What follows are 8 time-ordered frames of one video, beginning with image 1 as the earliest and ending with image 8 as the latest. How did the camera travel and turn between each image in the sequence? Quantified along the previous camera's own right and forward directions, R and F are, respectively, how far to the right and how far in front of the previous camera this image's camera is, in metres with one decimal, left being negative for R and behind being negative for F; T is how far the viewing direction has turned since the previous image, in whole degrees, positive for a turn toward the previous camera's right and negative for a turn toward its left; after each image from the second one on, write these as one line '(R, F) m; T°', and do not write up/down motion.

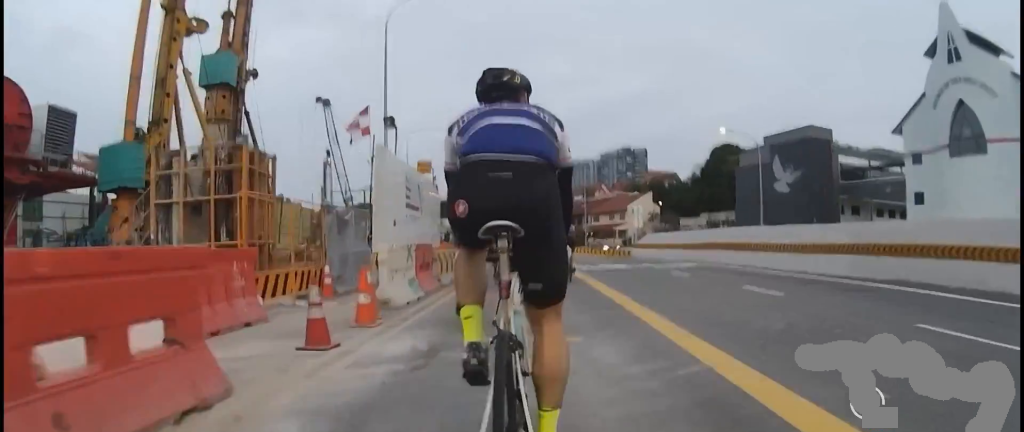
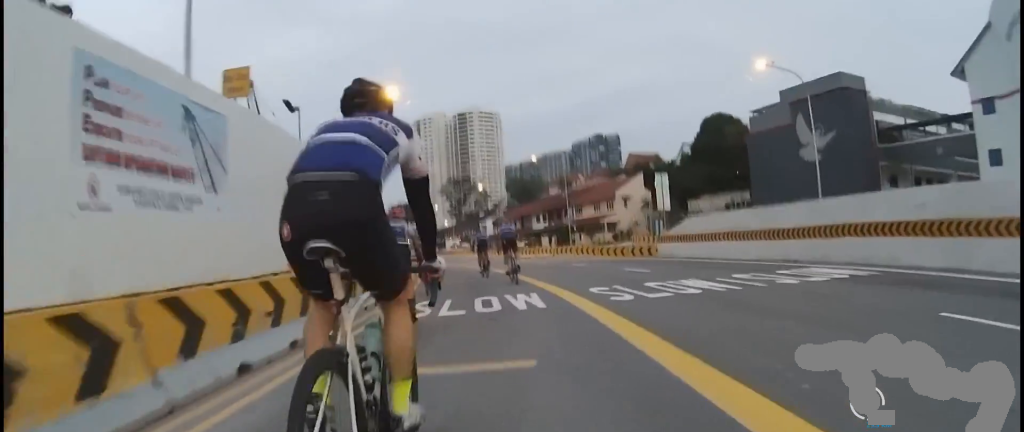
(0.0, +13.9) m; 0°
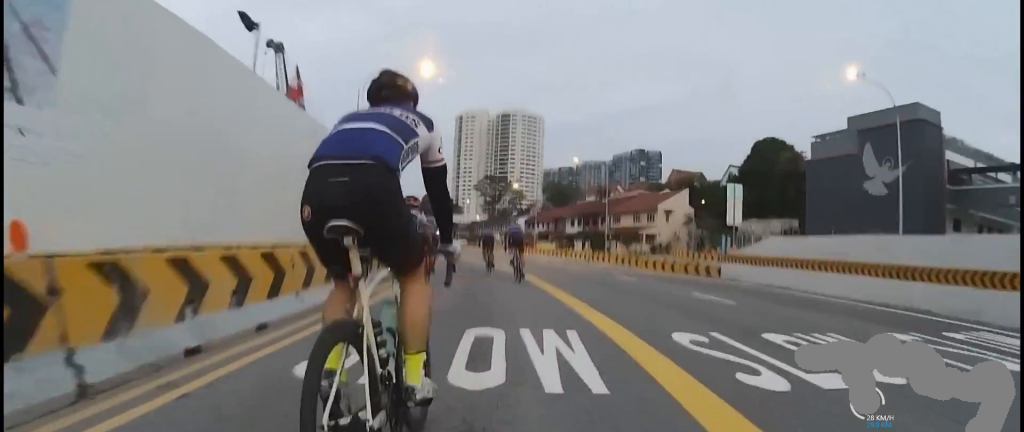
(0.0, +5.0) m; 0°
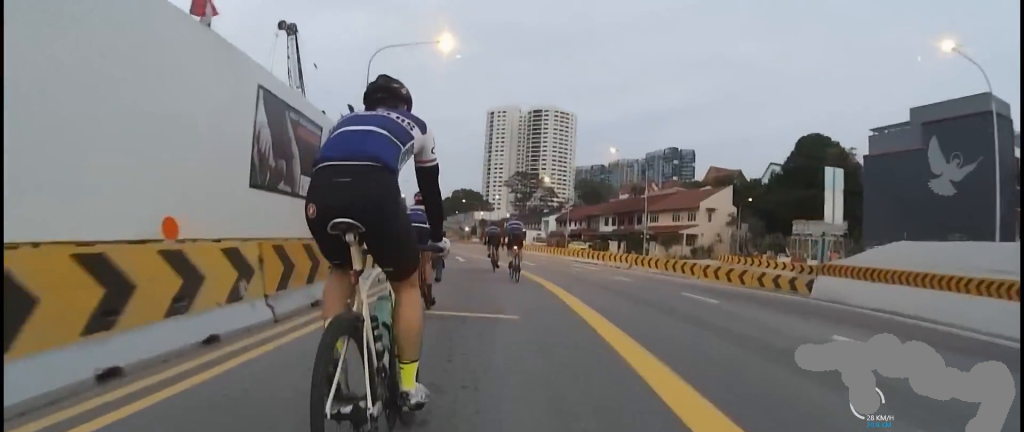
(0.0, +5.3) m; -4°
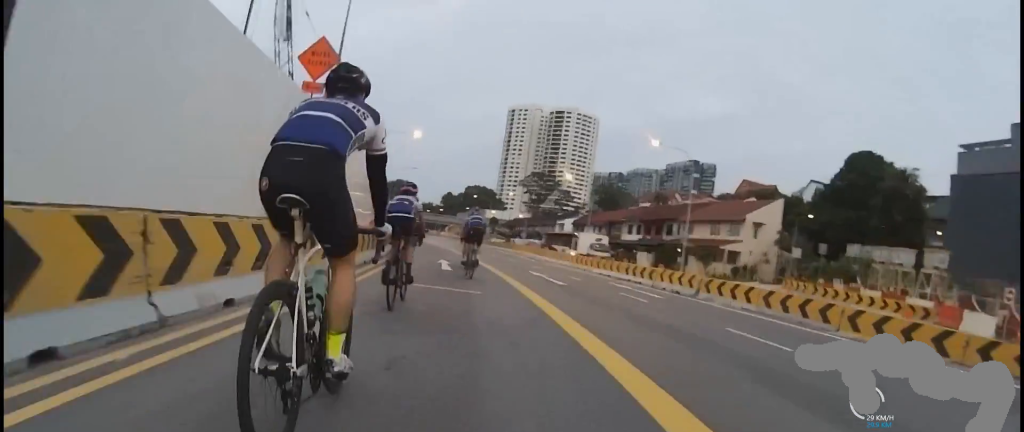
(-0.9, +9.9) m; -5°
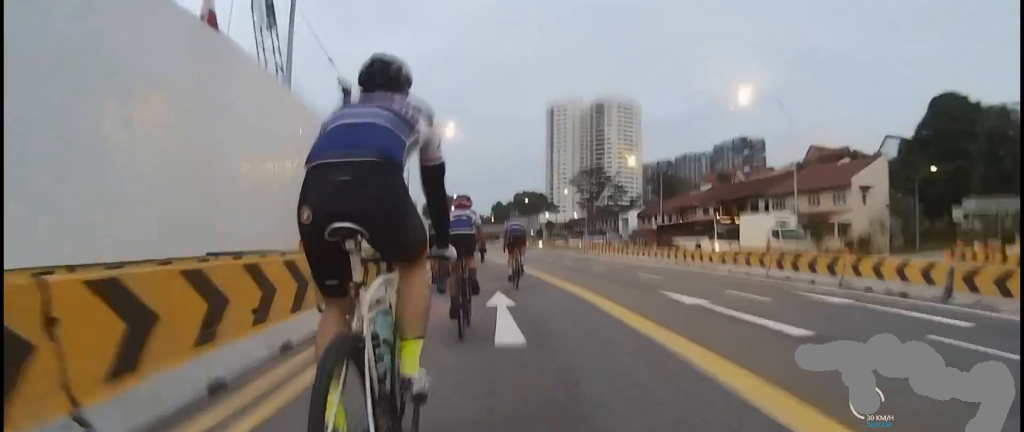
(+0.4, +9.4) m; -5°
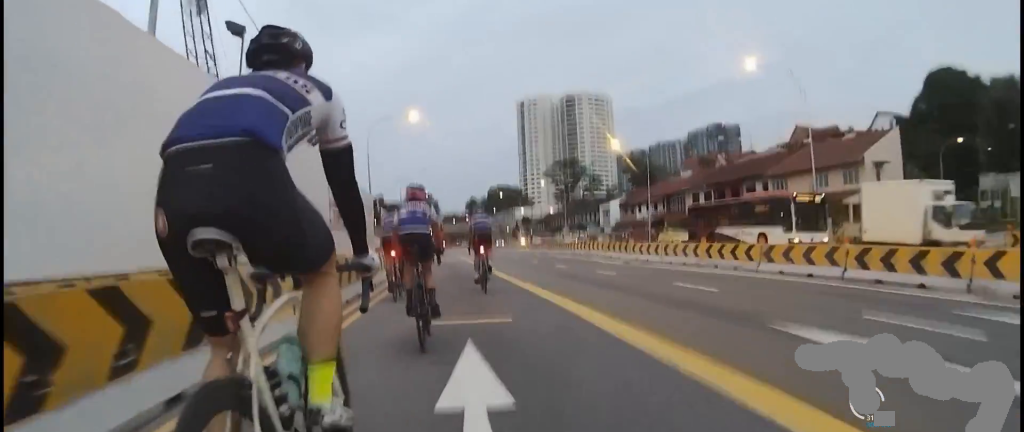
(-0.5, +5.2) m; -1°
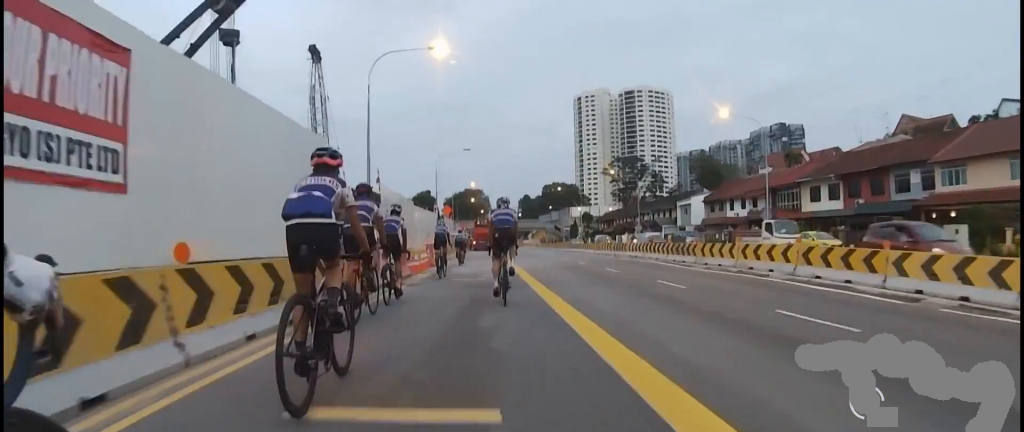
(+0.5, +15.7) m; -2°
